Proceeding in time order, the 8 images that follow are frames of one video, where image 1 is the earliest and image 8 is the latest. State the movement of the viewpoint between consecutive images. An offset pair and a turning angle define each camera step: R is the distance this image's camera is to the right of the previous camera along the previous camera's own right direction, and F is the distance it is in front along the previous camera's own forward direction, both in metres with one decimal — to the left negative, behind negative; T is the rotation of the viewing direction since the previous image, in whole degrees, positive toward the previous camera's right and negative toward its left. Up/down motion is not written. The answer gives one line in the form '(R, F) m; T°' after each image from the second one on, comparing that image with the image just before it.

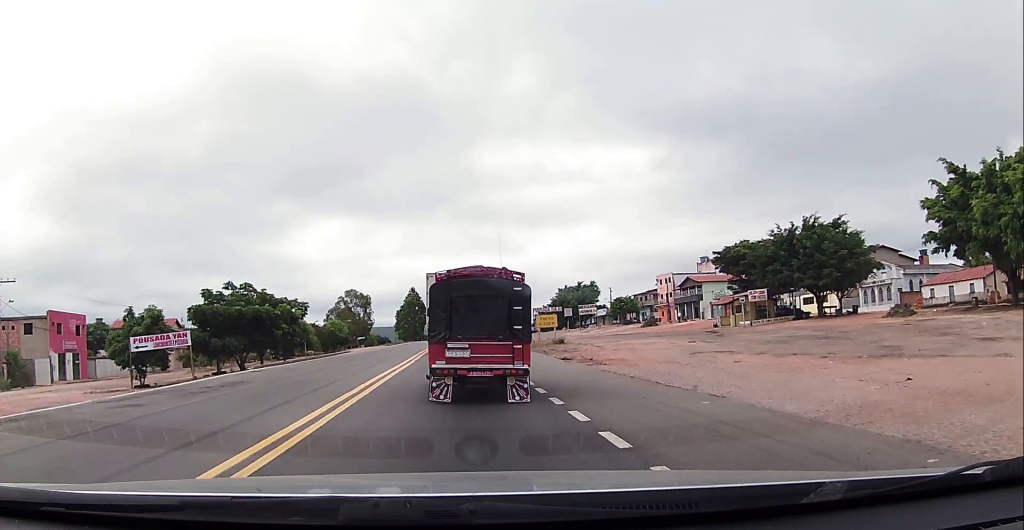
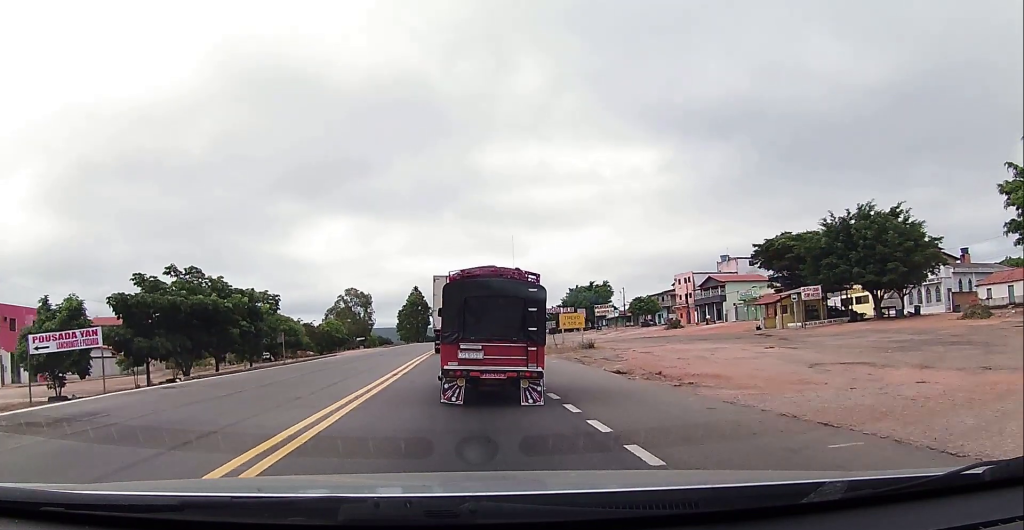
(-0.4, +8.8) m; -1°
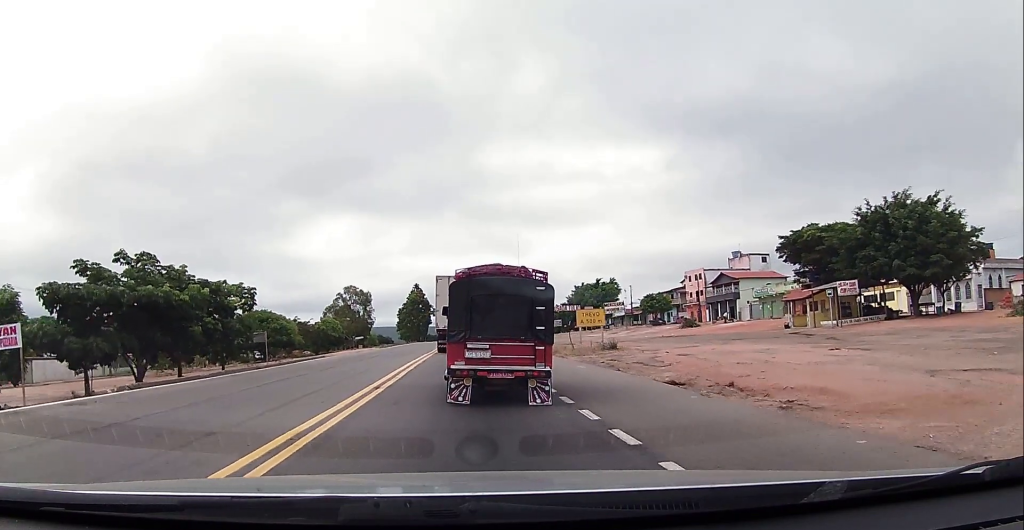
(+0.1, +5.0) m; +1°
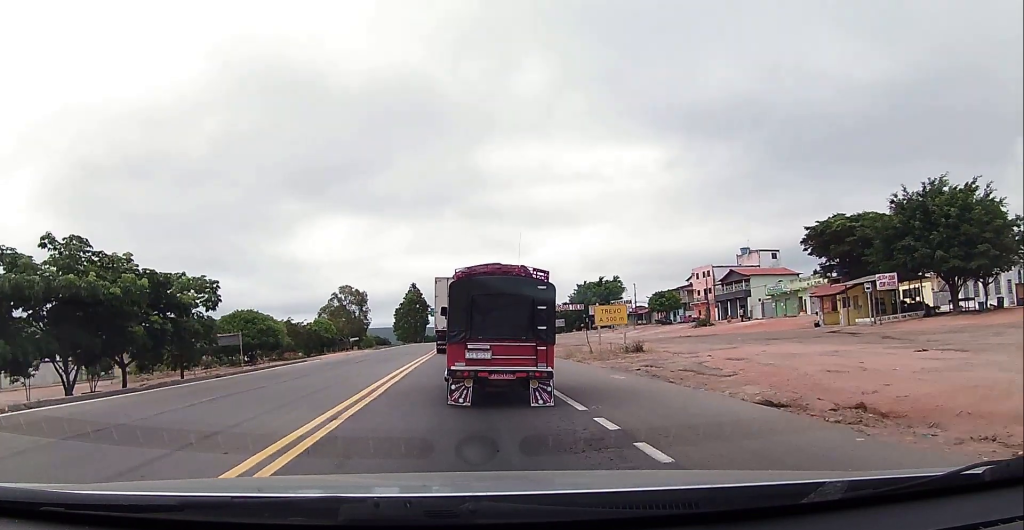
(+0.1, +5.0) m; 0°
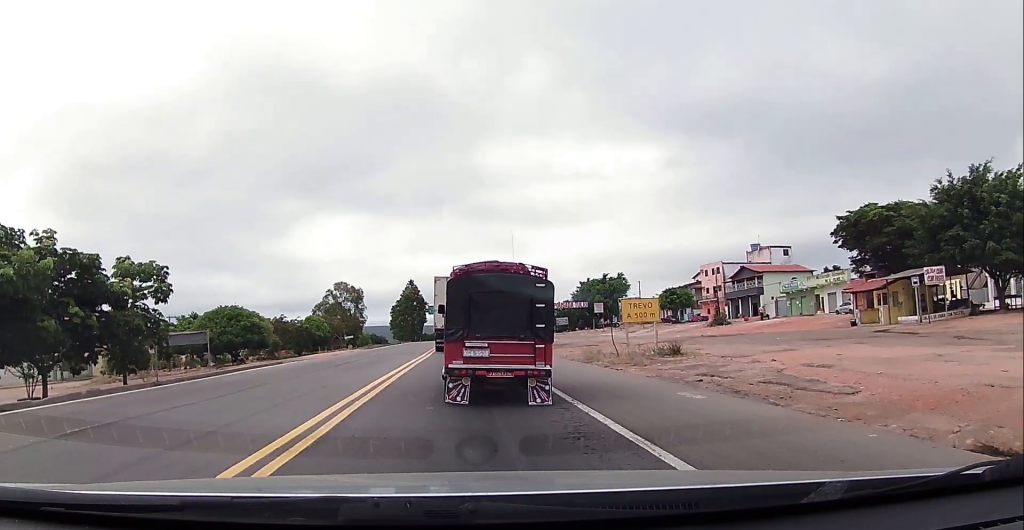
(0.0, +5.2) m; -1°
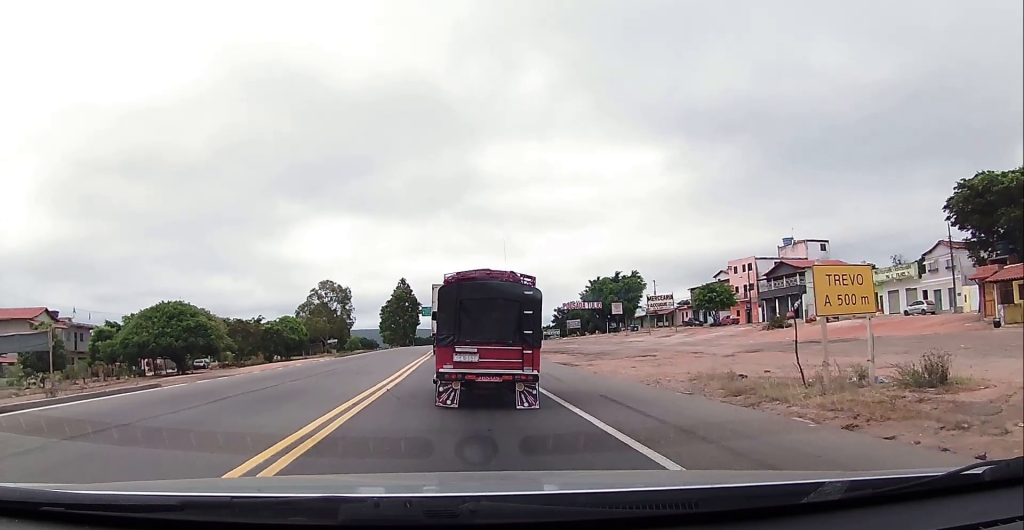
(+0.1, +14.5) m; -1°
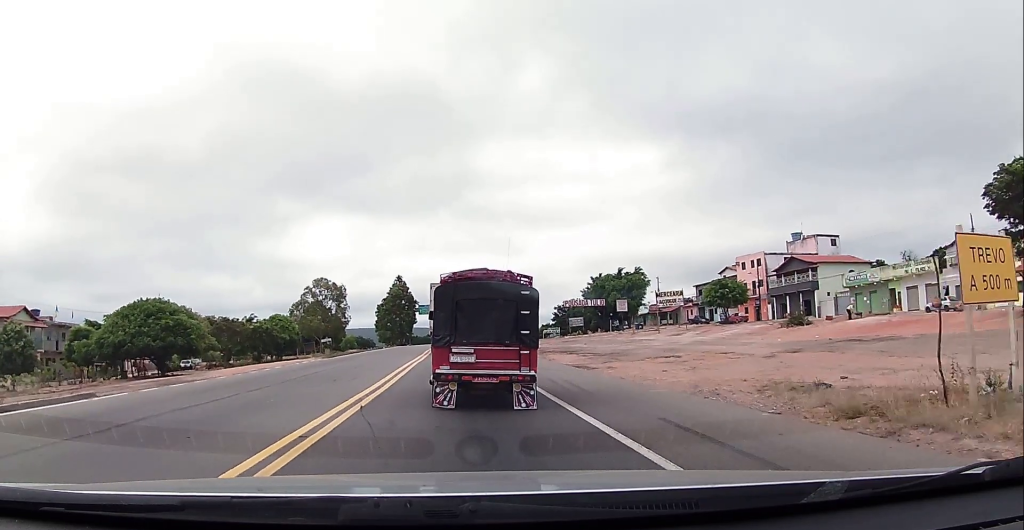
(-0.4, +3.8) m; 0°
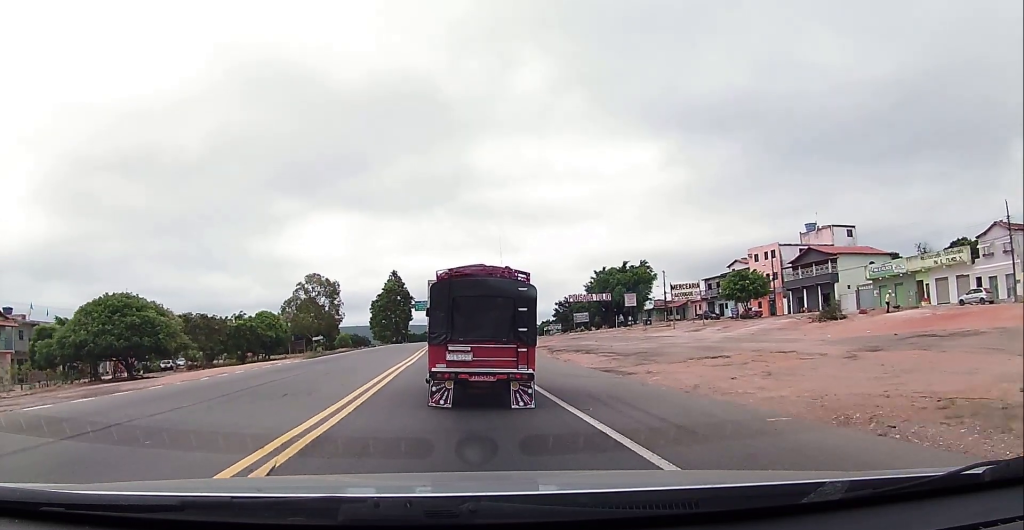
(+0.4, +5.2) m; +3°
